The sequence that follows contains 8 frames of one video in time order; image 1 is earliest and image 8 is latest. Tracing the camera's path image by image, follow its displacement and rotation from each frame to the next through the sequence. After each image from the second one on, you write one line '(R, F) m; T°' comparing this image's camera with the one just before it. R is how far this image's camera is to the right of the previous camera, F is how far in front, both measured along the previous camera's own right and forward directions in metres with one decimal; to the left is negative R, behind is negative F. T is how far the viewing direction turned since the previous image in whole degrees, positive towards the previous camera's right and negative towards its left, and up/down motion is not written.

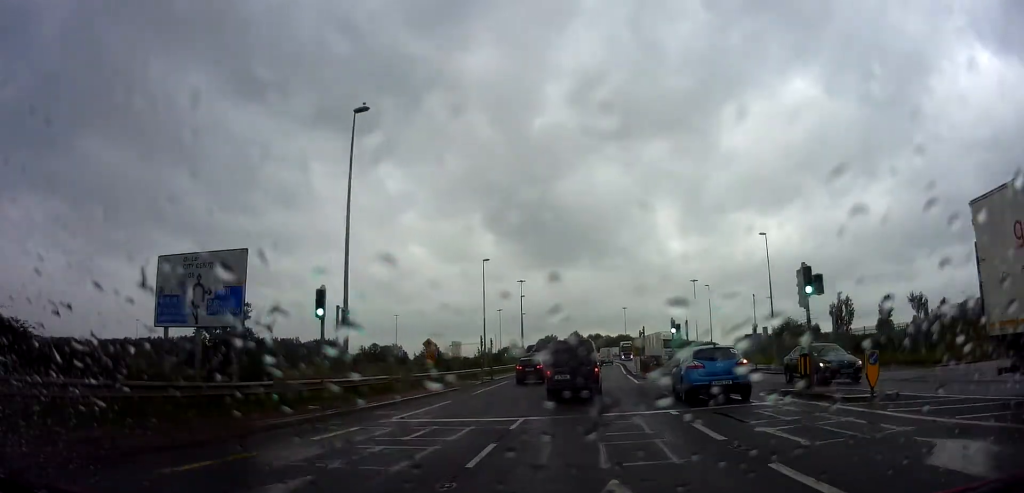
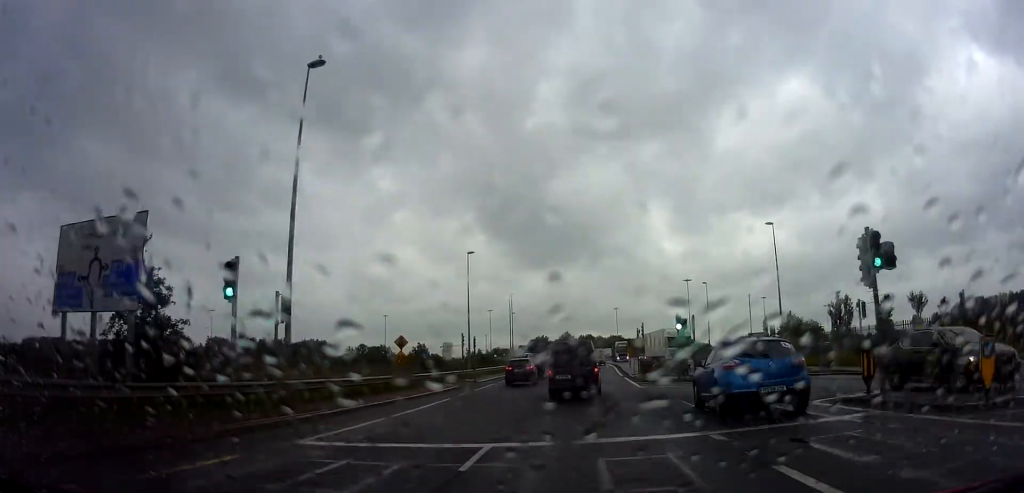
(0.0, +4.3) m; 0°
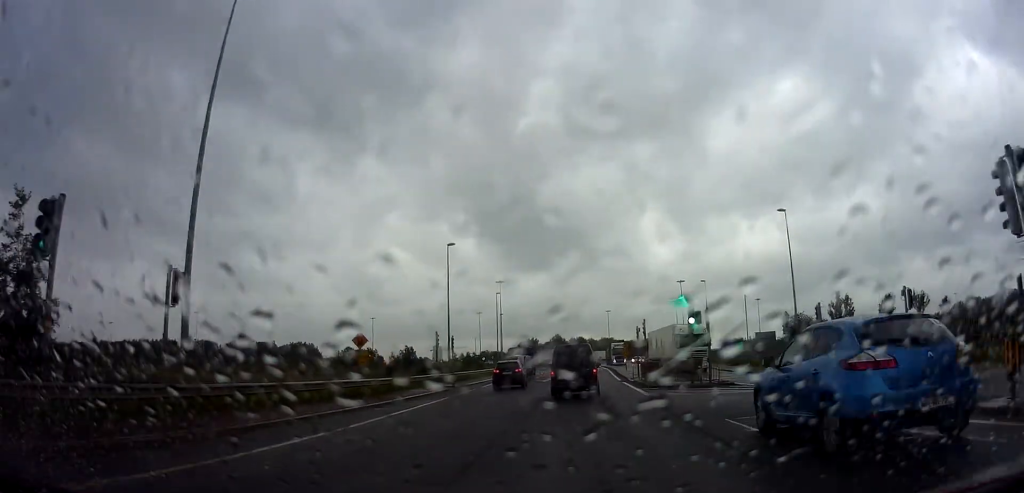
(0.0, +5.3) m; 0°
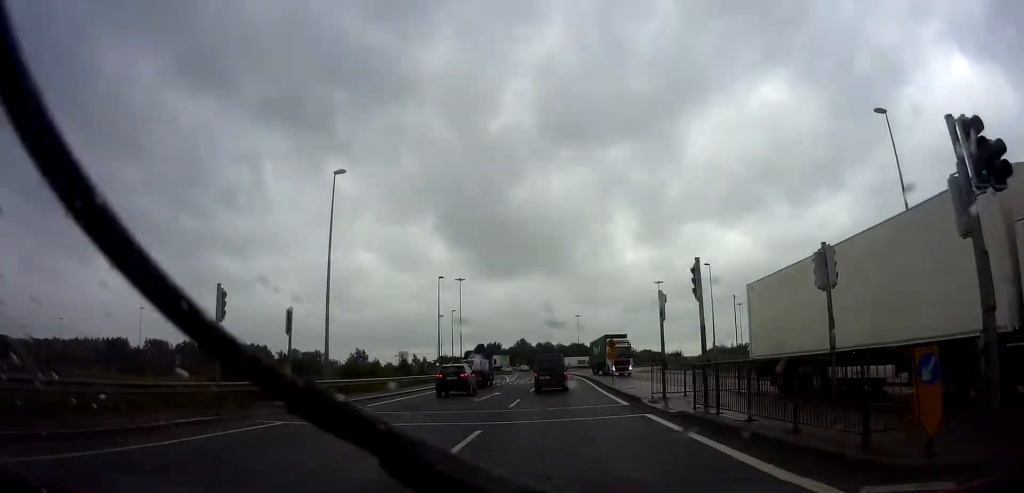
(+0.2, +19.2) m; +3°
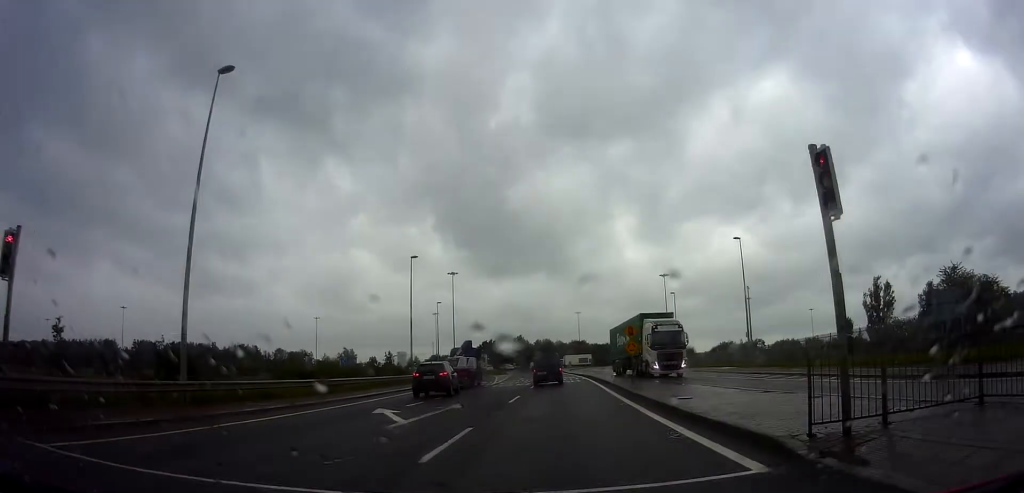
(+0.4, +11.4) m; +2°
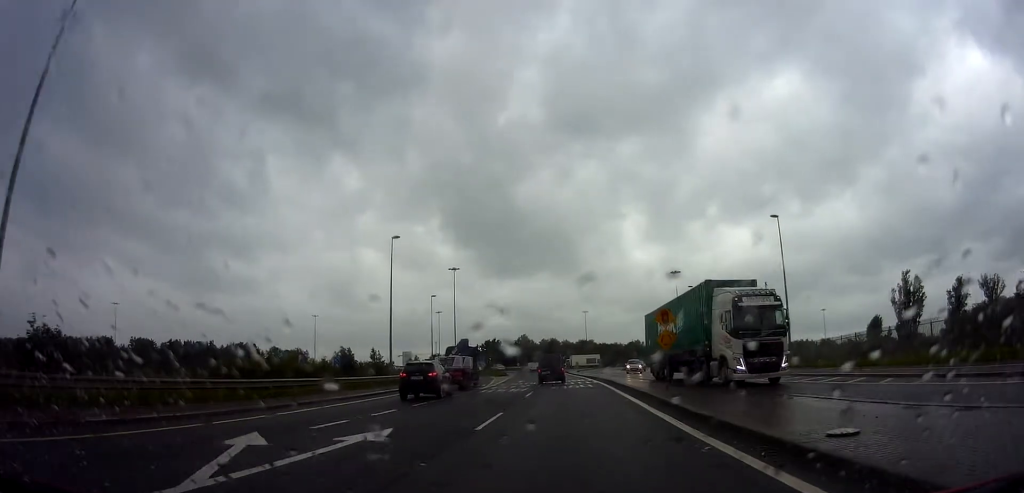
(0.0, +8.4) m; 0°
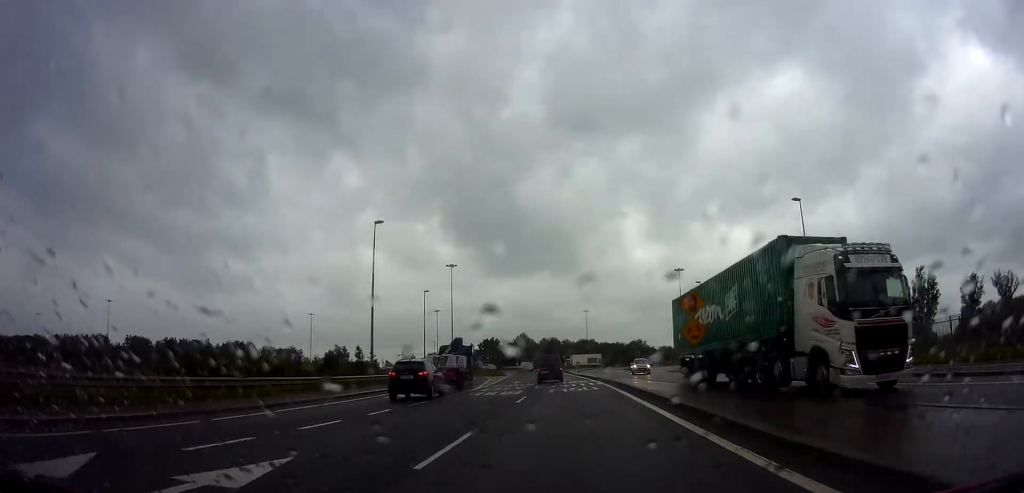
(0.0, +4.6) m; -1°
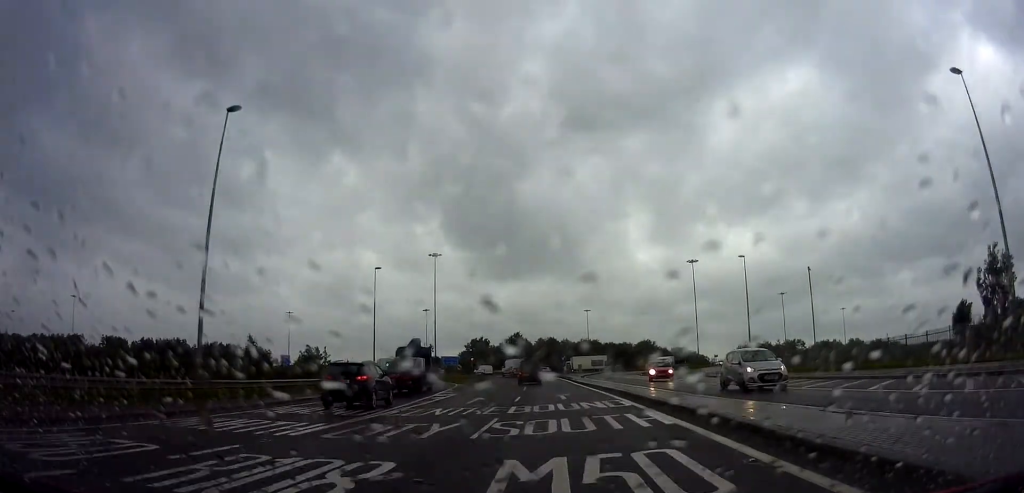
(-0.8, +19.9) m; -3°
